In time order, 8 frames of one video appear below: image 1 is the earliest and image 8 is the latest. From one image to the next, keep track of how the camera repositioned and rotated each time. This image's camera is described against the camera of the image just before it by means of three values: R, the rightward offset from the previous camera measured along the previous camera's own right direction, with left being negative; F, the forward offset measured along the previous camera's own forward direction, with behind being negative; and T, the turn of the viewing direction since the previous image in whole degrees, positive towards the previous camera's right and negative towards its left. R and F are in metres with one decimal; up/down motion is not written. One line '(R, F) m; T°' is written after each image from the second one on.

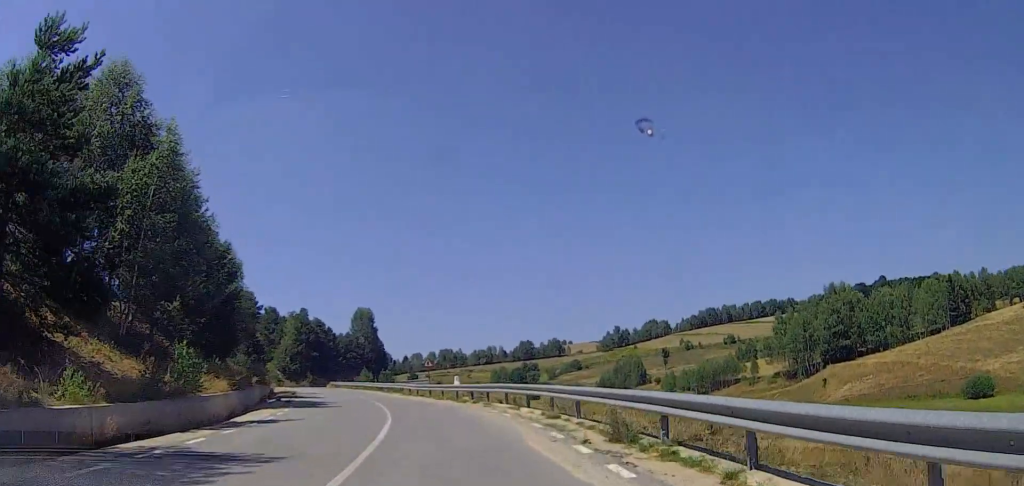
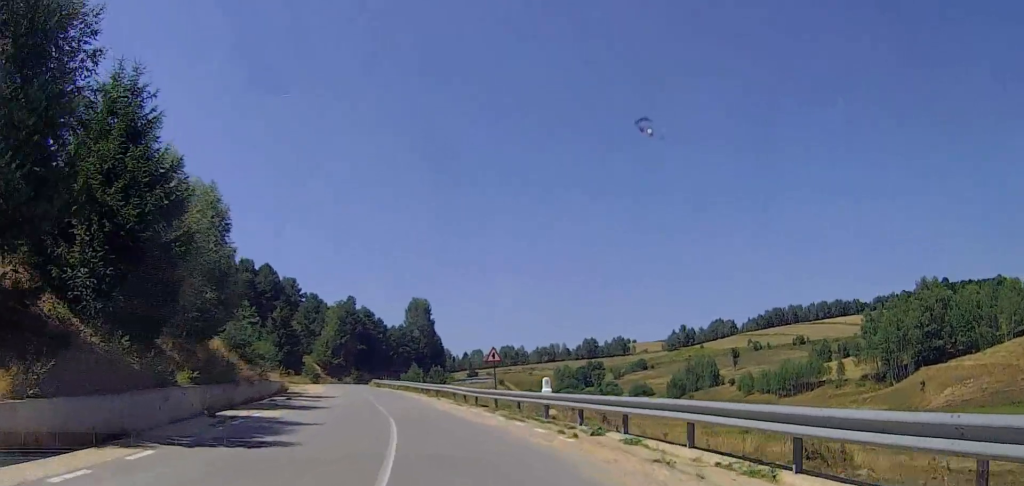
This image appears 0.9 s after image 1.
(0.0, +15.0) m; 0°
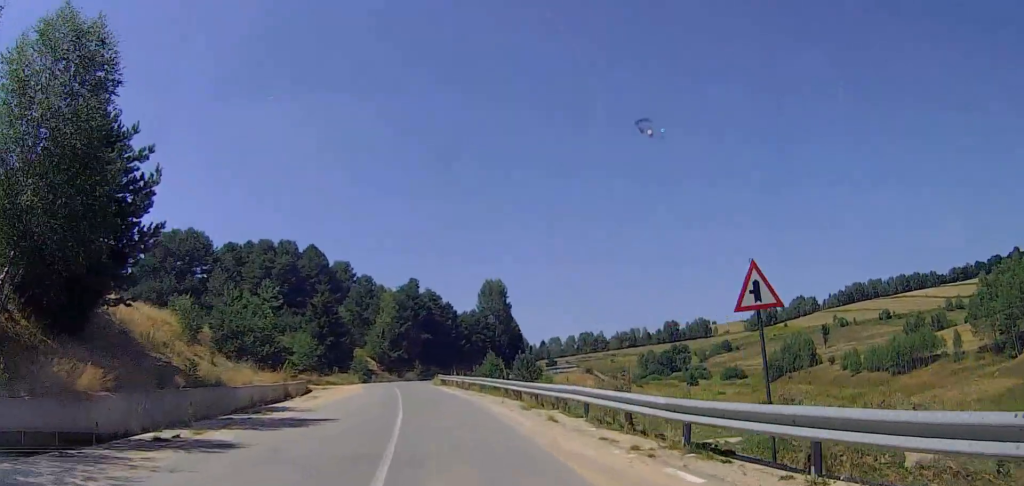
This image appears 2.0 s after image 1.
(0.0, +19.4) m; 0°
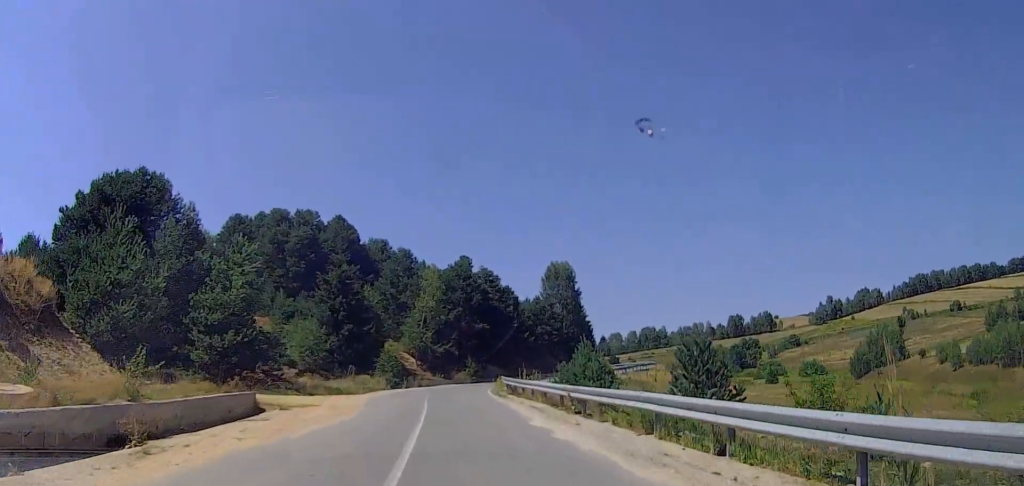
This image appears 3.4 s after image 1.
(-1.0, +23.3) m; -7°
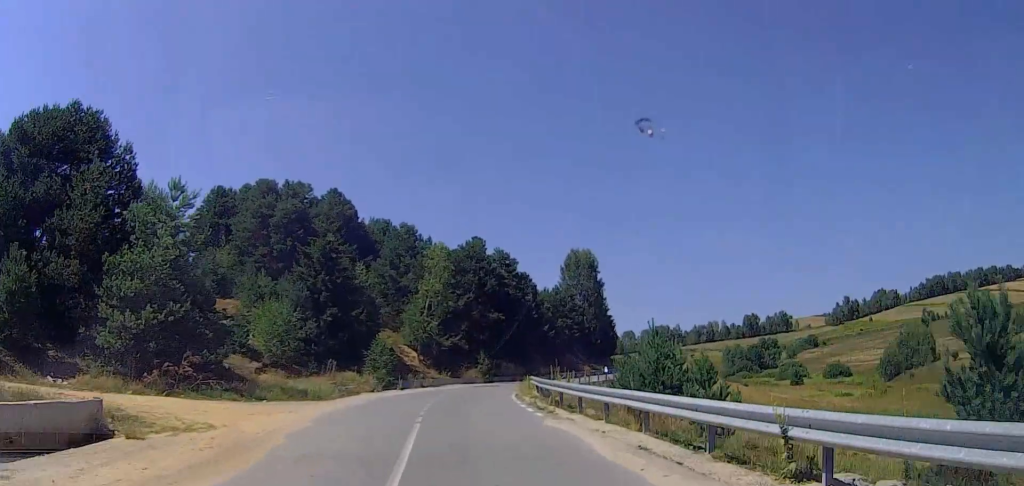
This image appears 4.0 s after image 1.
(-0.7, +12.0) m; -4°
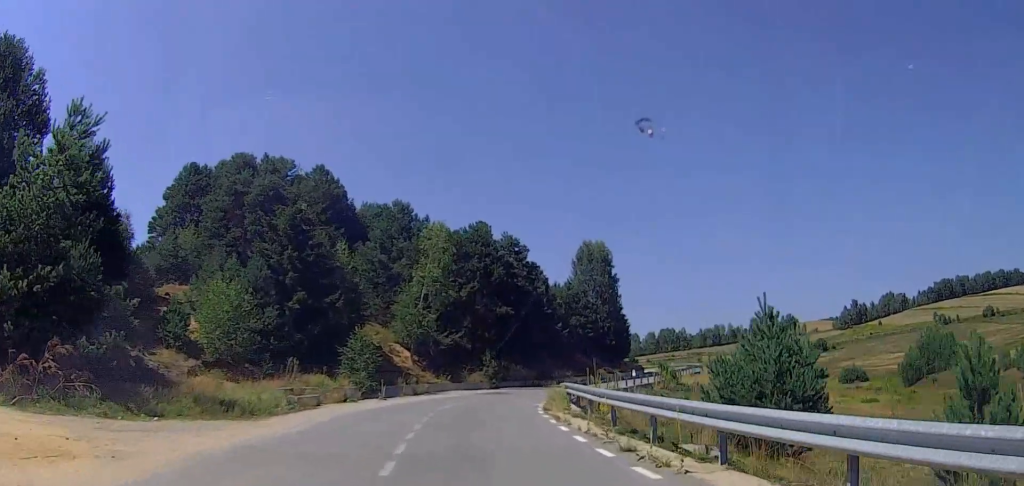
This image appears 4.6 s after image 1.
(-0.2, +10.1) m; -1°
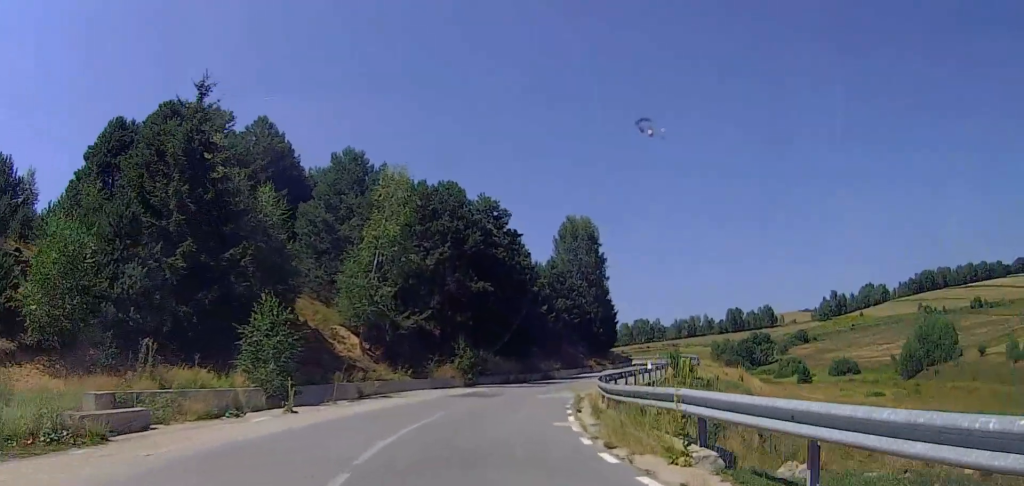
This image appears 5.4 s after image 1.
(-0.1, +12.4) m; 0°
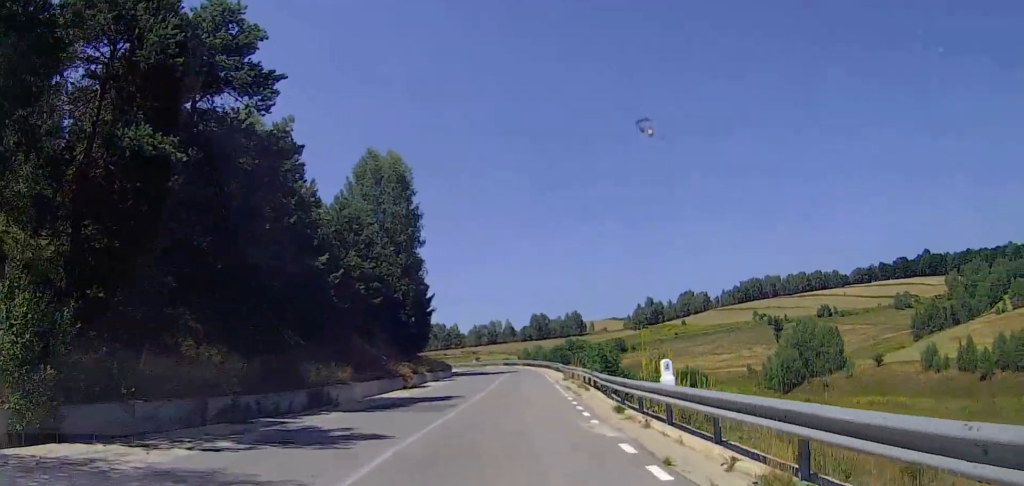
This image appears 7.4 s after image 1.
(+1.5, +31.9) m; +9°
